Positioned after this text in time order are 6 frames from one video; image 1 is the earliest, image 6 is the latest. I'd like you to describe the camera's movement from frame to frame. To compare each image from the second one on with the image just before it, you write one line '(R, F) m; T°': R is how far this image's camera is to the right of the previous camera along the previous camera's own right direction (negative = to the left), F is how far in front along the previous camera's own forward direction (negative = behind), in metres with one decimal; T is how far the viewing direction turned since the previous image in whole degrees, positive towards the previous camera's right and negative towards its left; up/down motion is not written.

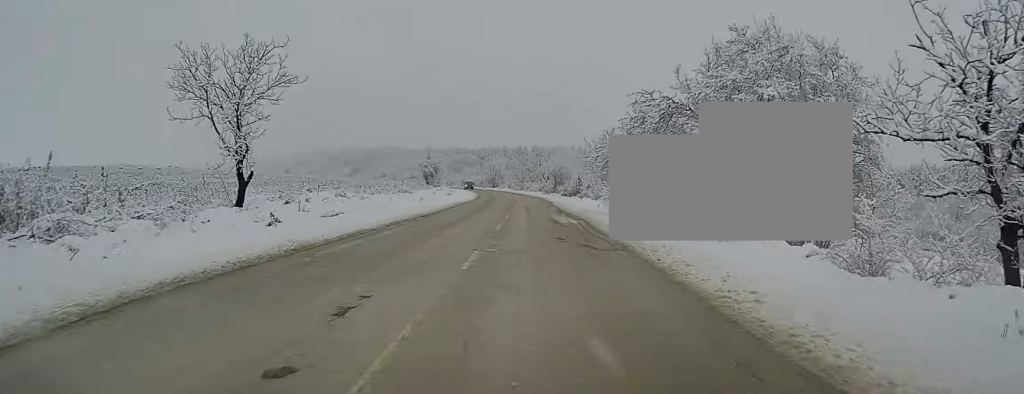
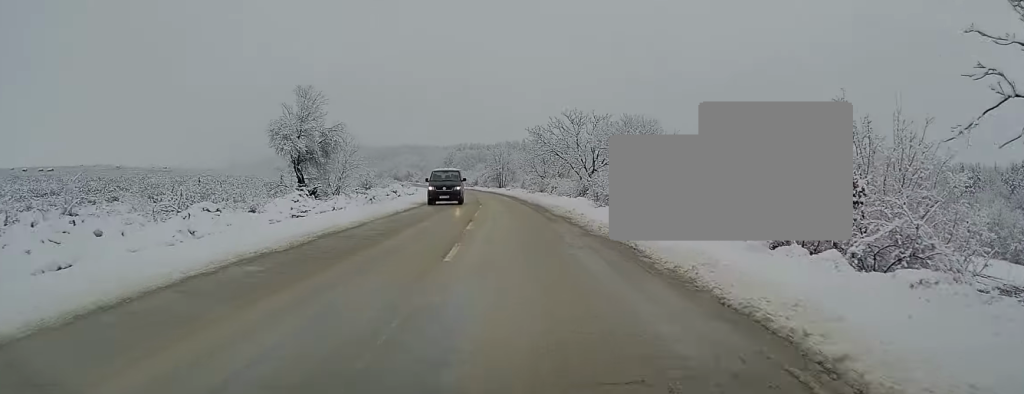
(0.0, +64.7) m; -1°
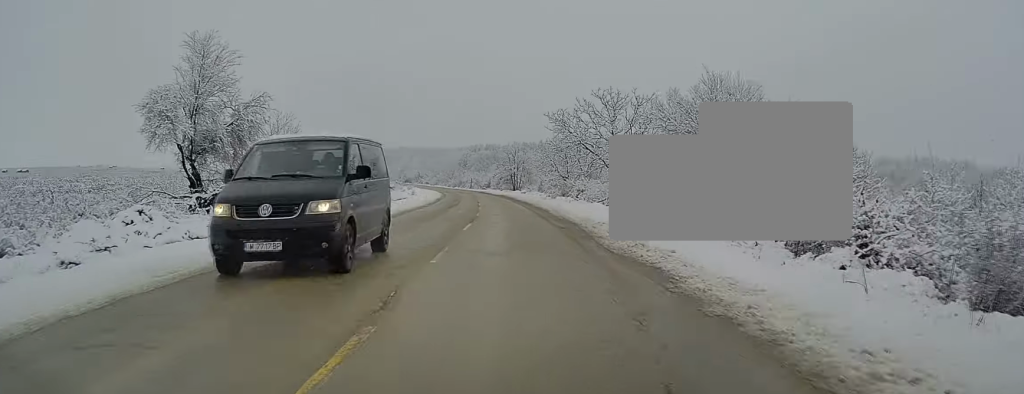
(-0.2, +15.7) m; -1°
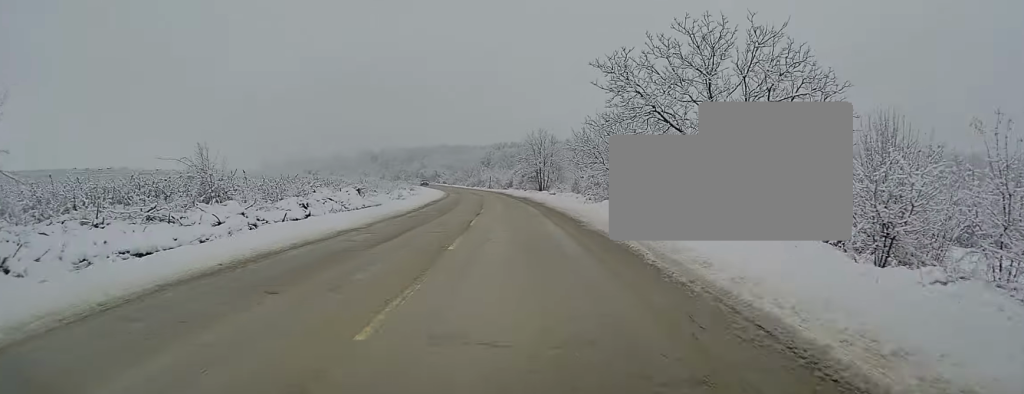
(+0.1, +21.4) m; -2°
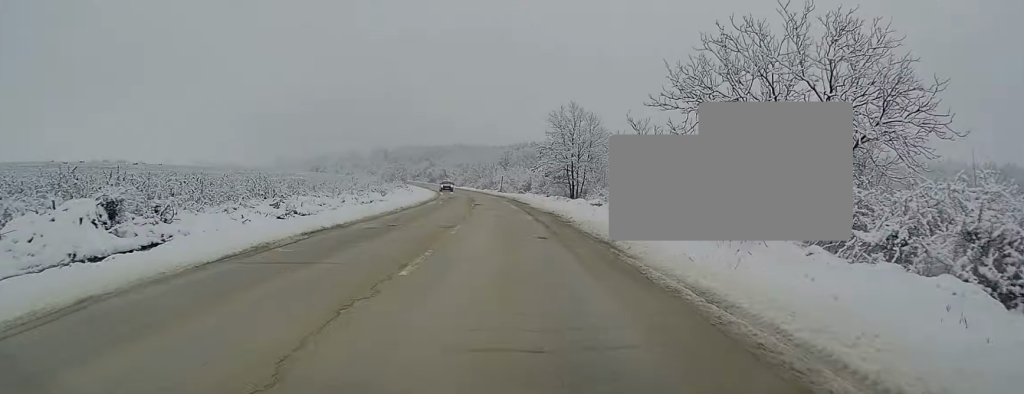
(-1.0, +29.5) m; -3°
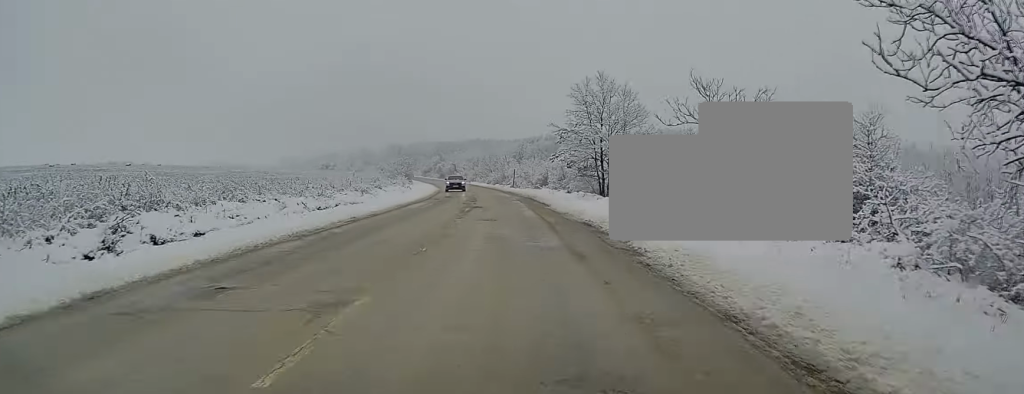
(0.0, +13.0) m; -1°
